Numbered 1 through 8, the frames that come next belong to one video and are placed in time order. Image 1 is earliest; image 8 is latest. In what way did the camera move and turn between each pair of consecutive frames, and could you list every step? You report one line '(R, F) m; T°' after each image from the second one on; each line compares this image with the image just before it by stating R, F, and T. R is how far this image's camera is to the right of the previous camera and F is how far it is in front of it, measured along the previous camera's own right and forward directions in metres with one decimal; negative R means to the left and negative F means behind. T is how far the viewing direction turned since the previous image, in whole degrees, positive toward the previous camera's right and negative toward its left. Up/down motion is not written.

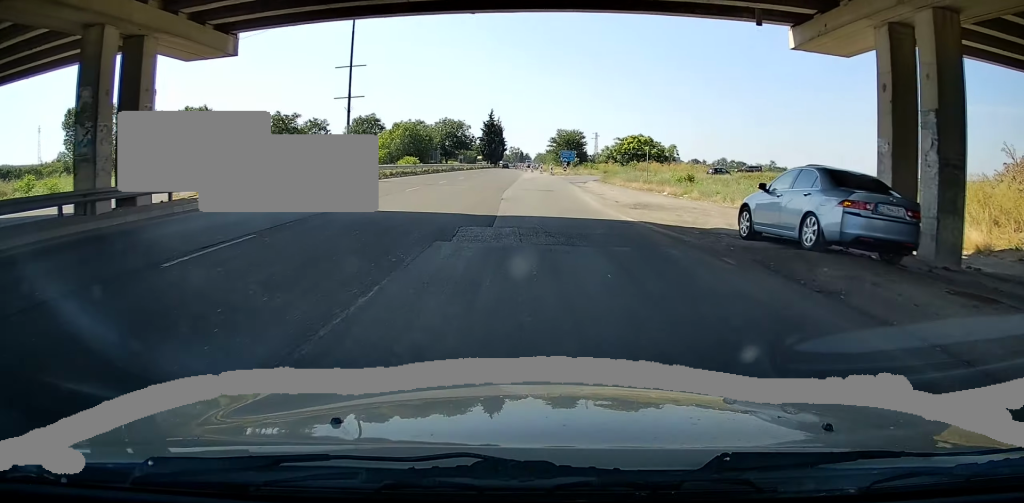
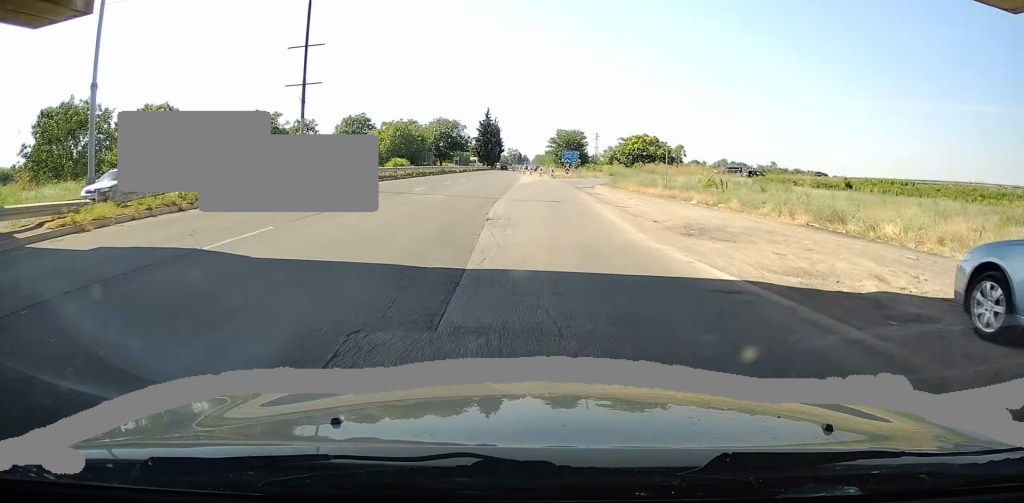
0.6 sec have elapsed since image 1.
(0.0, +7.3) m; 0°
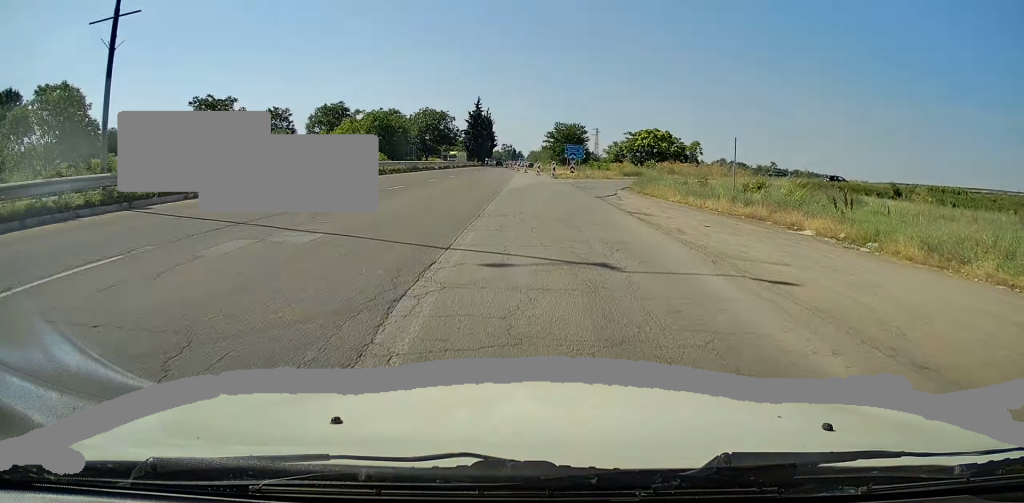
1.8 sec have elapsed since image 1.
(0.0, +14.5) m; +1°
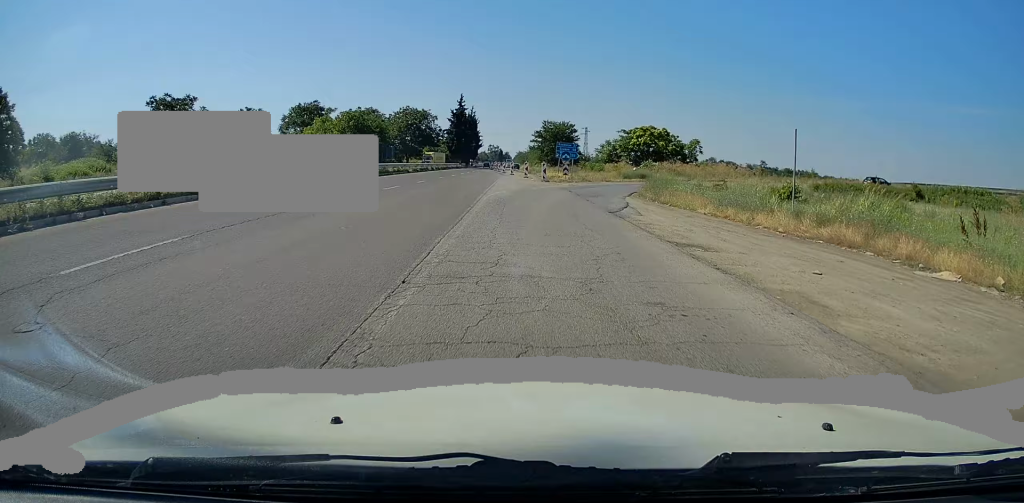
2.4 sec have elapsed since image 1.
(0.0, +7.5) m; +1°
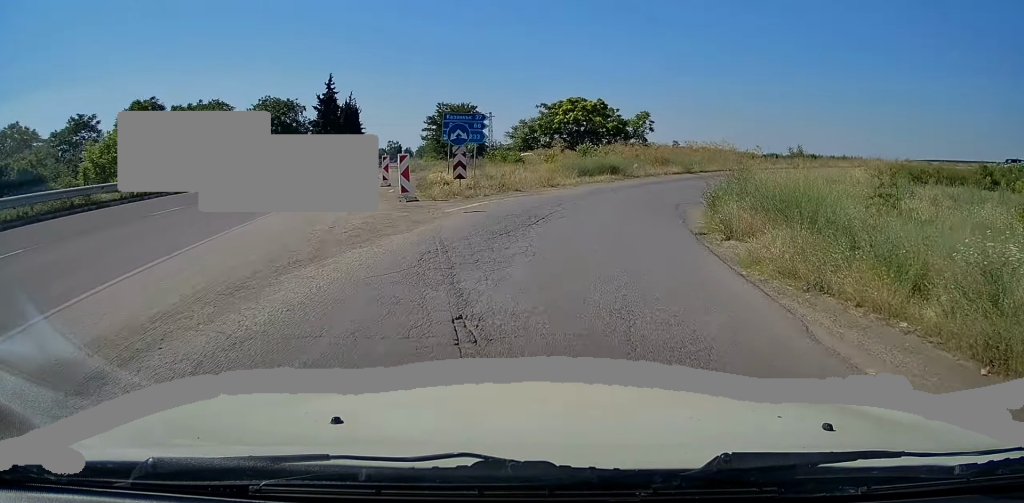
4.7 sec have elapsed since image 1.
(+1.9, +26.1) m; +11°
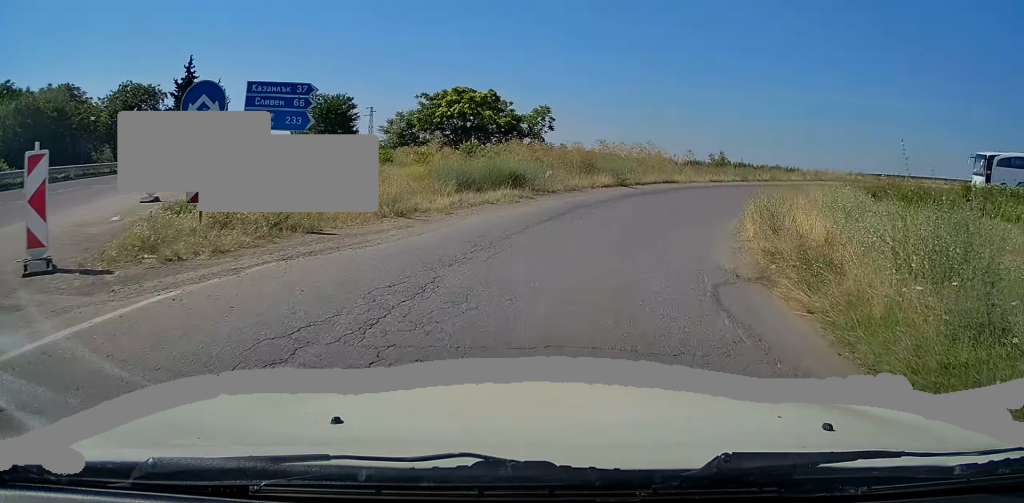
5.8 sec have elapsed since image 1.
(+0.8, +11.0) m; +9°
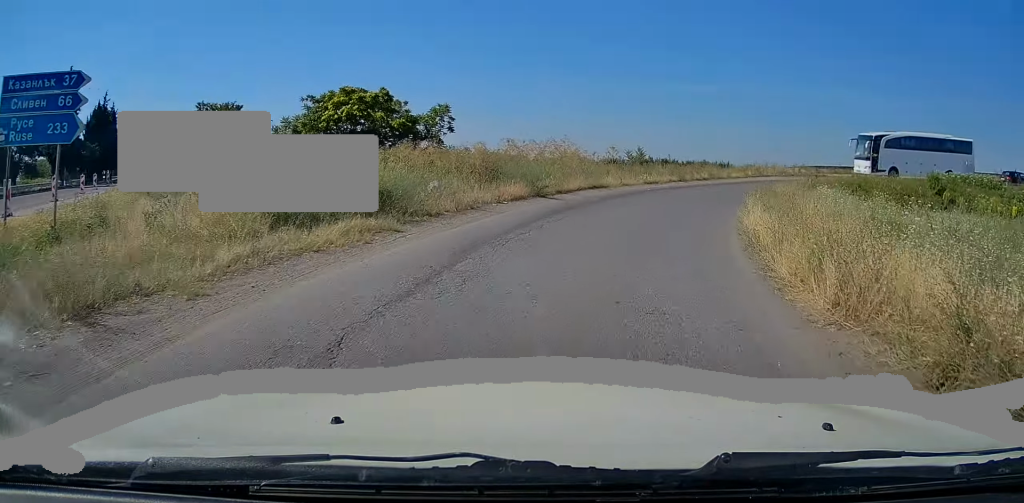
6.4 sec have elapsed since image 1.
(+0.2, +6.4) m; +7°
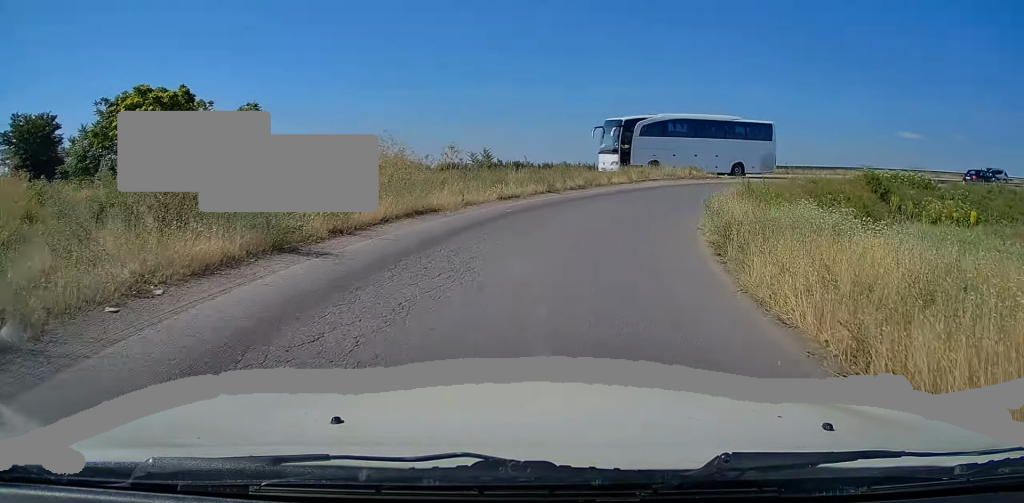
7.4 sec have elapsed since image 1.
(+1.0, +9.3) m; +12°
